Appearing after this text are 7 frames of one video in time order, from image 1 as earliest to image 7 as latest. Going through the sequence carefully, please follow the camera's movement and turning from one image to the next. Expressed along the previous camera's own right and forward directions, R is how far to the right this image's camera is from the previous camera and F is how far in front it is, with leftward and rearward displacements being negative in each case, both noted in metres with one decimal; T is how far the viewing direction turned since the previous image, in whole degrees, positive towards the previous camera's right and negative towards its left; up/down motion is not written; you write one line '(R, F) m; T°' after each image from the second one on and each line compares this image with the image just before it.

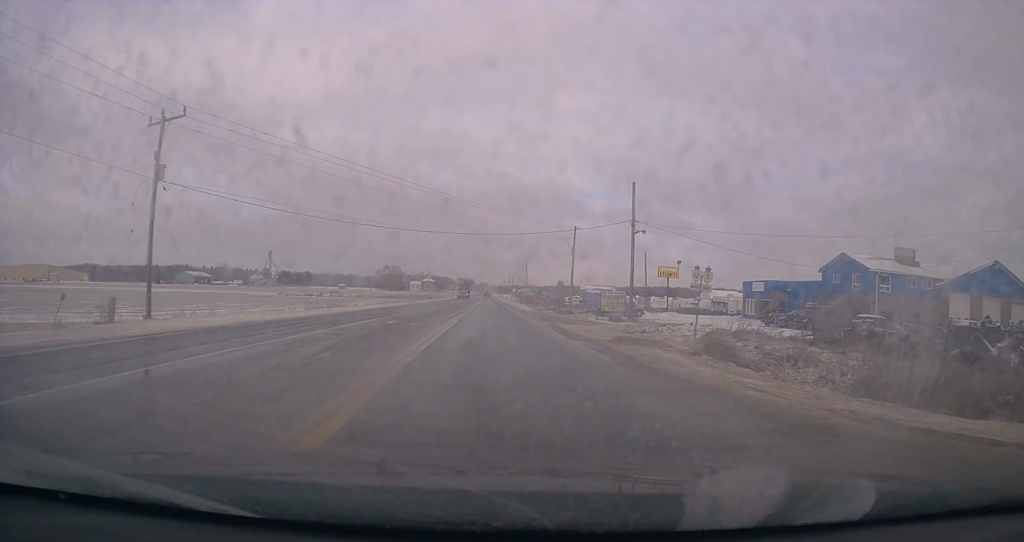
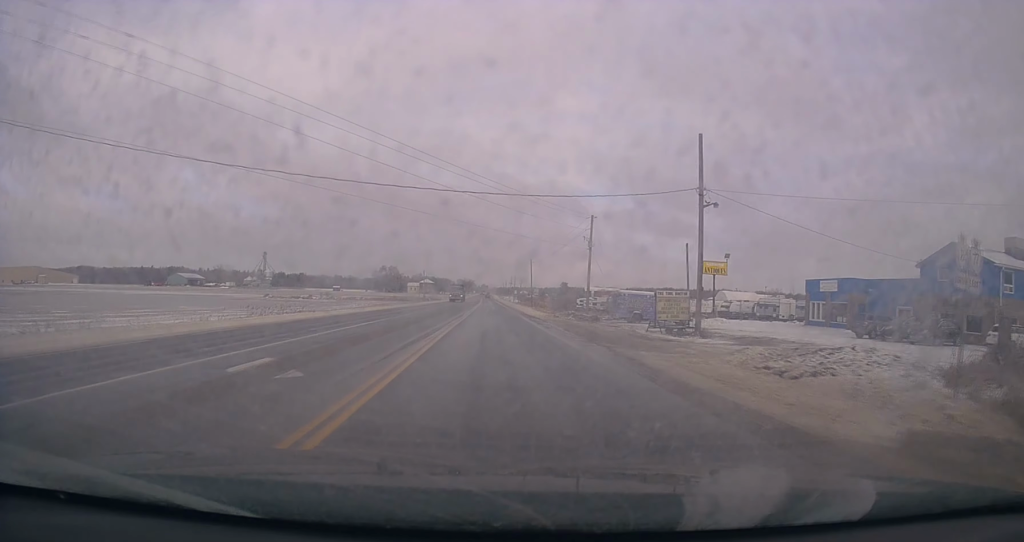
(-0.3, +14.1) m; -1°
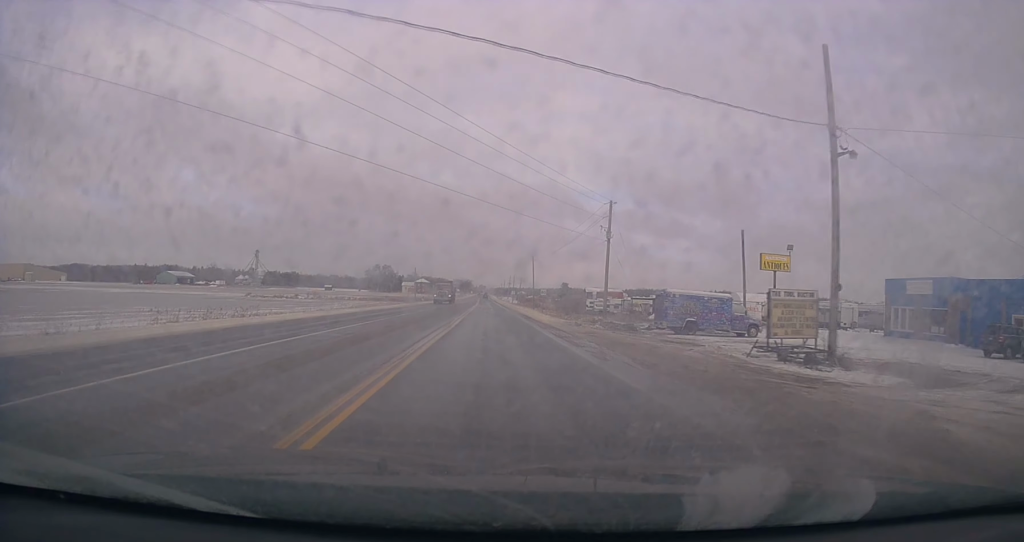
(+0.1, +13.3) m; 0°
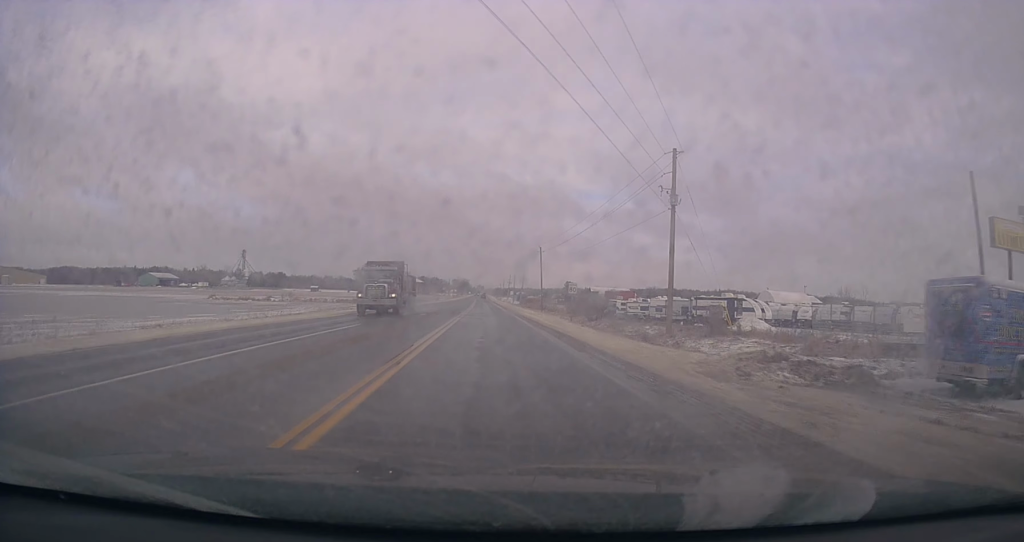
(+0.2, +24.6) m; +1°
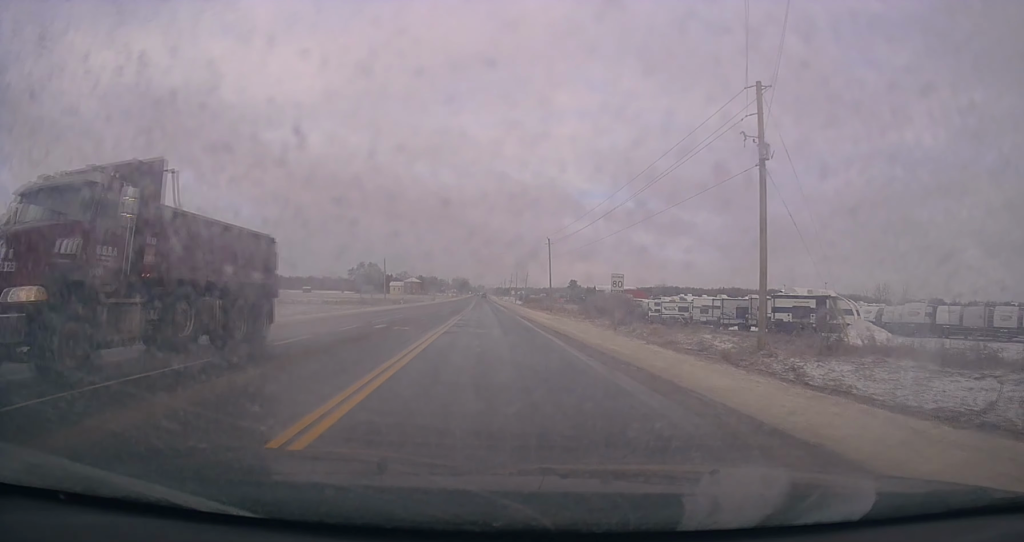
(+0.1, +14.7) m; 0°
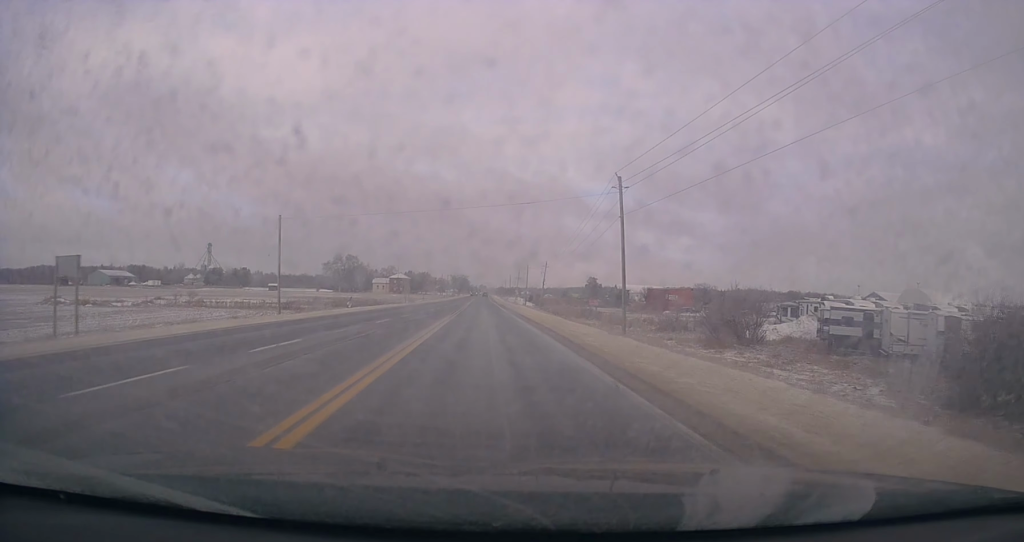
(-0.6, +50.6) m; 0°
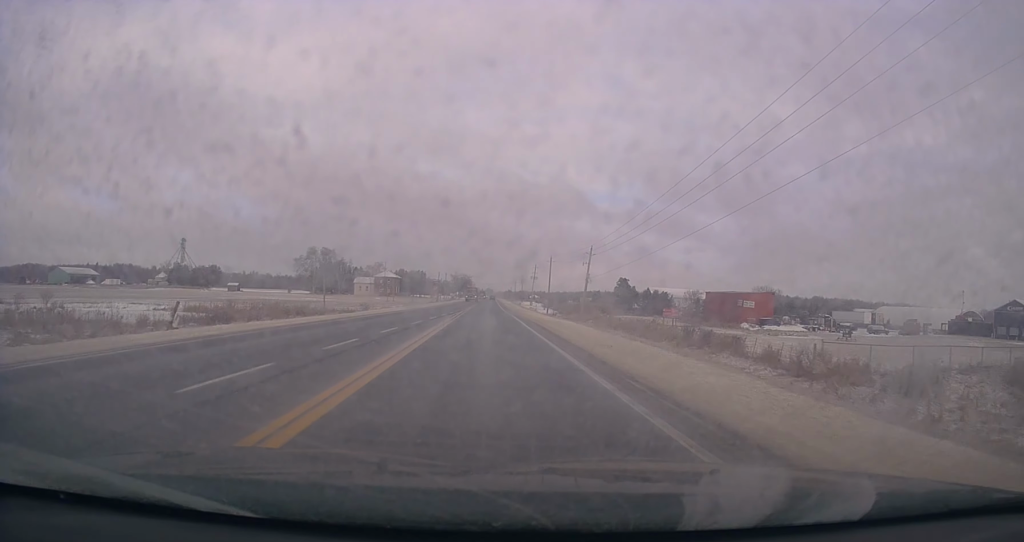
(+0.4, +46.9) m; 0°
